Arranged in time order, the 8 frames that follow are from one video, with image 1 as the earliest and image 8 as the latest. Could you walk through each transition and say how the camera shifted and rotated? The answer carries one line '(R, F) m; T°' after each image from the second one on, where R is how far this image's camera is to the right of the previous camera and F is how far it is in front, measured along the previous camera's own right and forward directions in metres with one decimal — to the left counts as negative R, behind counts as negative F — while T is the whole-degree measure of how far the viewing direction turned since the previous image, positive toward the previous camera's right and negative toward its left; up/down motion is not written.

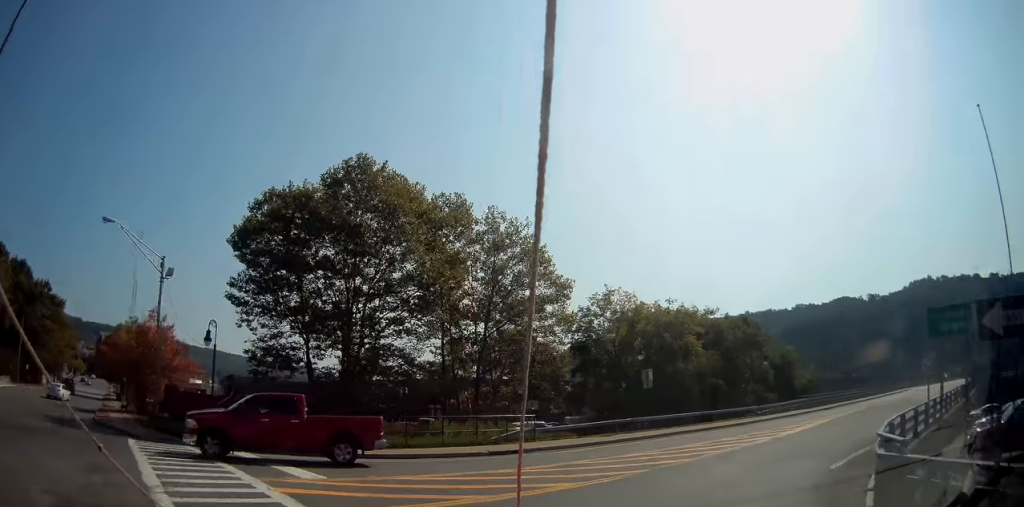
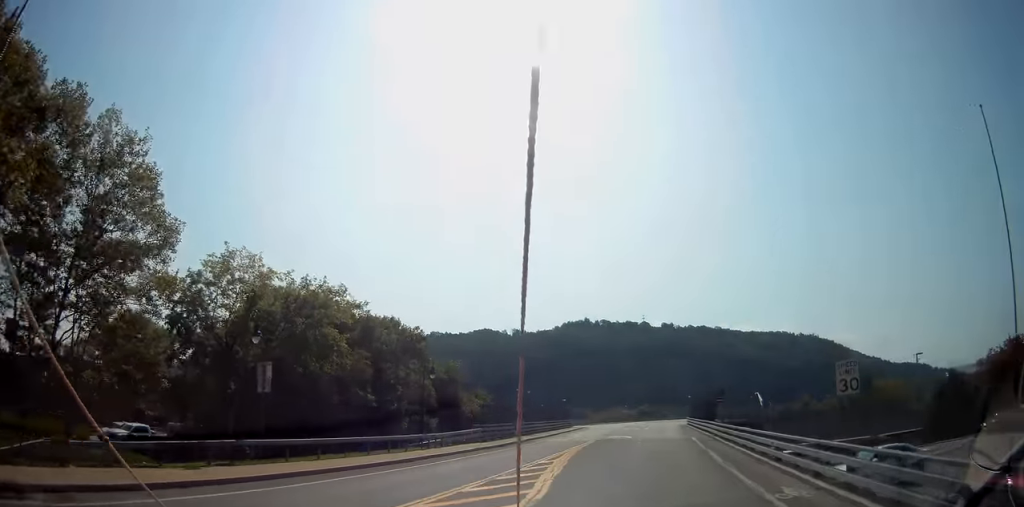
(+4.1, +11.3) m; +36°
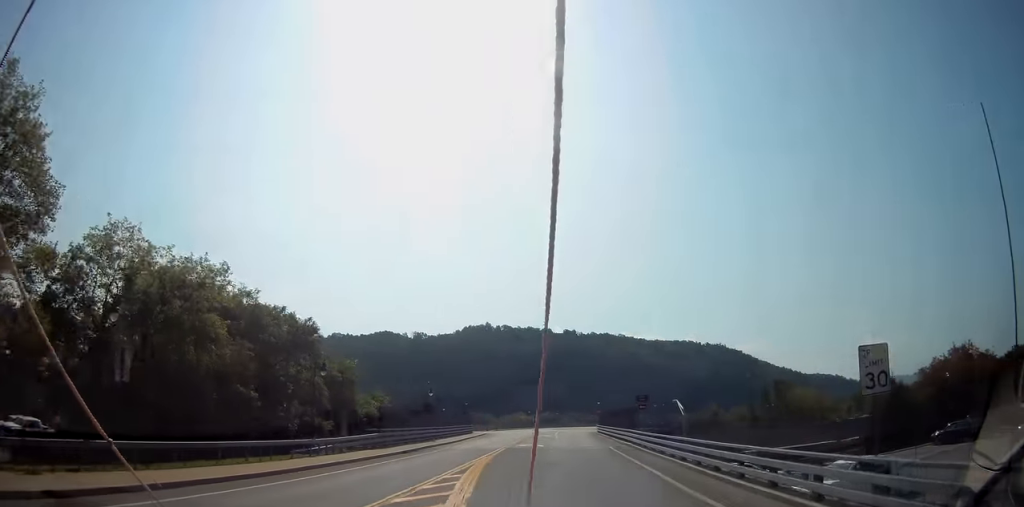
(+0.4, +3.9) m; +4°
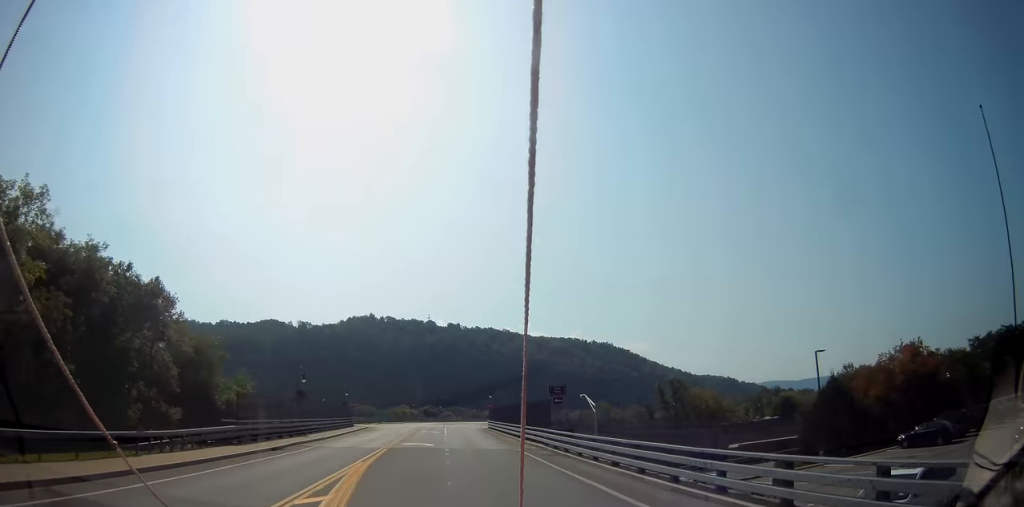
(+0.5, +7.3) m; +5°
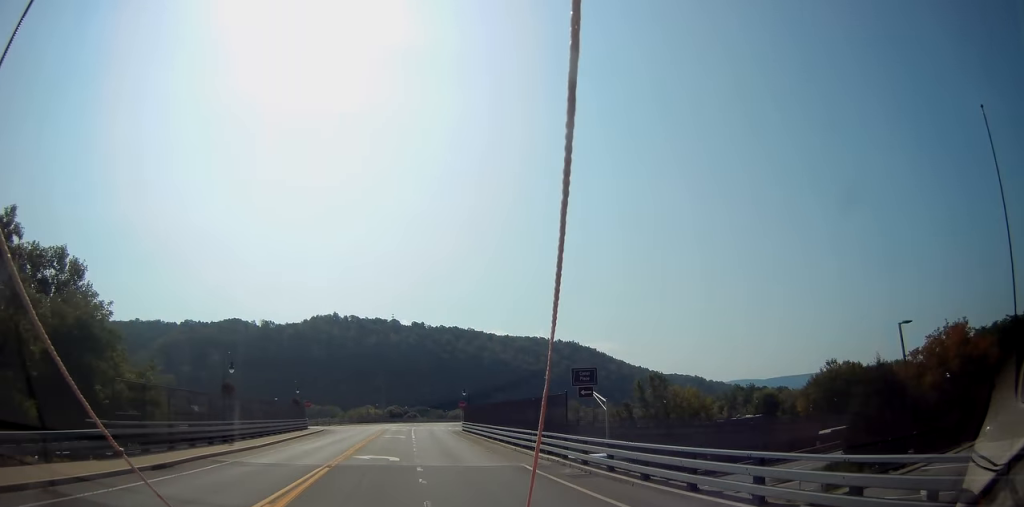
(+0.3, +10.5) m; +1°
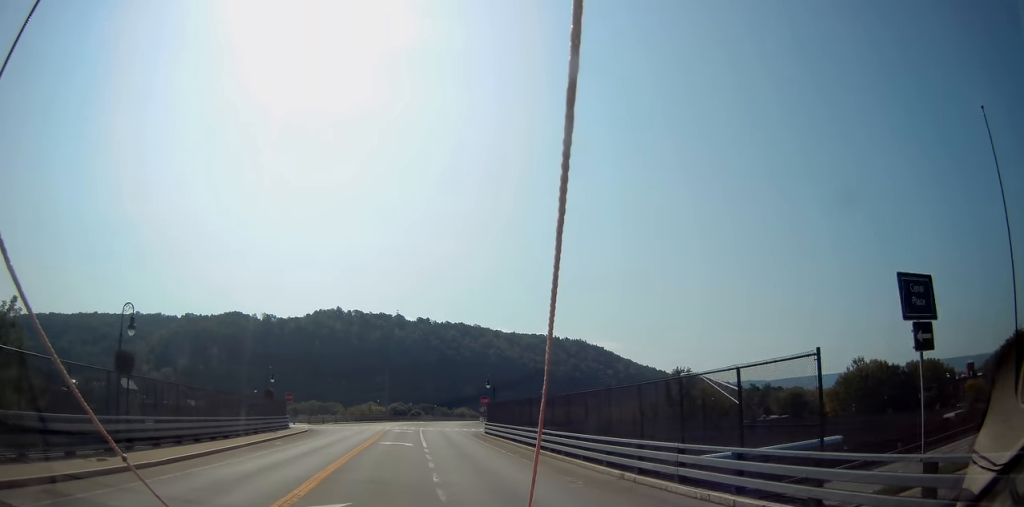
(-0.2, +14.4) m; -2°
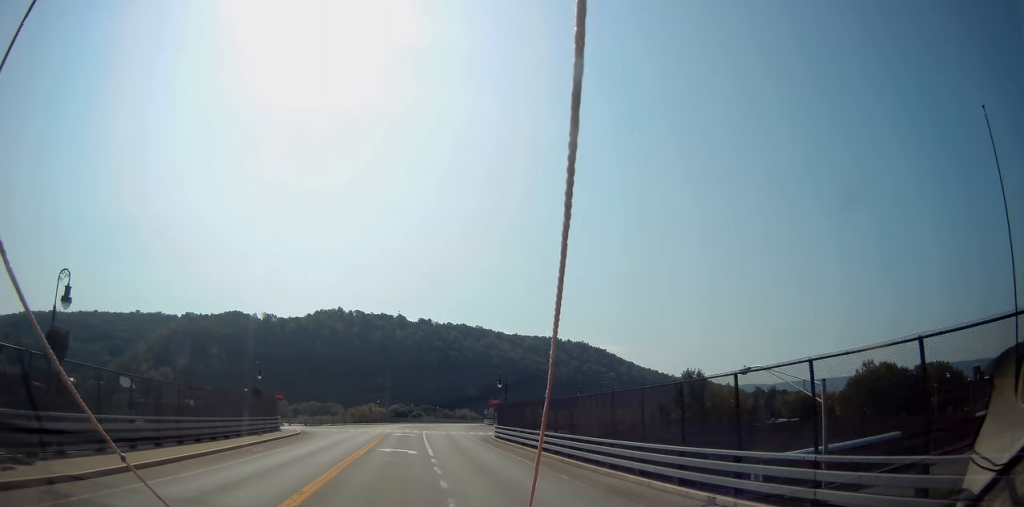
(-0.1, +5.0) m; -1°
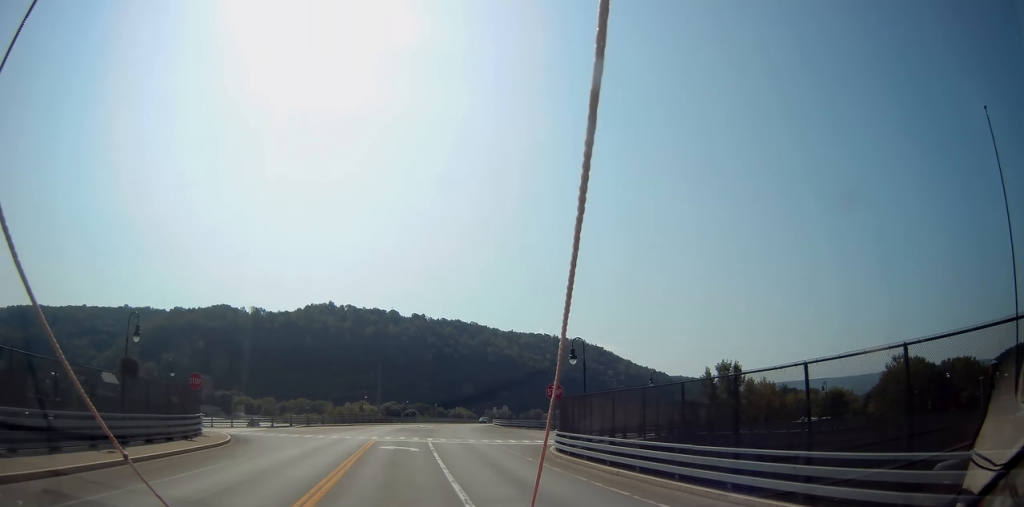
(-0.1, +19.0) m; -1°
